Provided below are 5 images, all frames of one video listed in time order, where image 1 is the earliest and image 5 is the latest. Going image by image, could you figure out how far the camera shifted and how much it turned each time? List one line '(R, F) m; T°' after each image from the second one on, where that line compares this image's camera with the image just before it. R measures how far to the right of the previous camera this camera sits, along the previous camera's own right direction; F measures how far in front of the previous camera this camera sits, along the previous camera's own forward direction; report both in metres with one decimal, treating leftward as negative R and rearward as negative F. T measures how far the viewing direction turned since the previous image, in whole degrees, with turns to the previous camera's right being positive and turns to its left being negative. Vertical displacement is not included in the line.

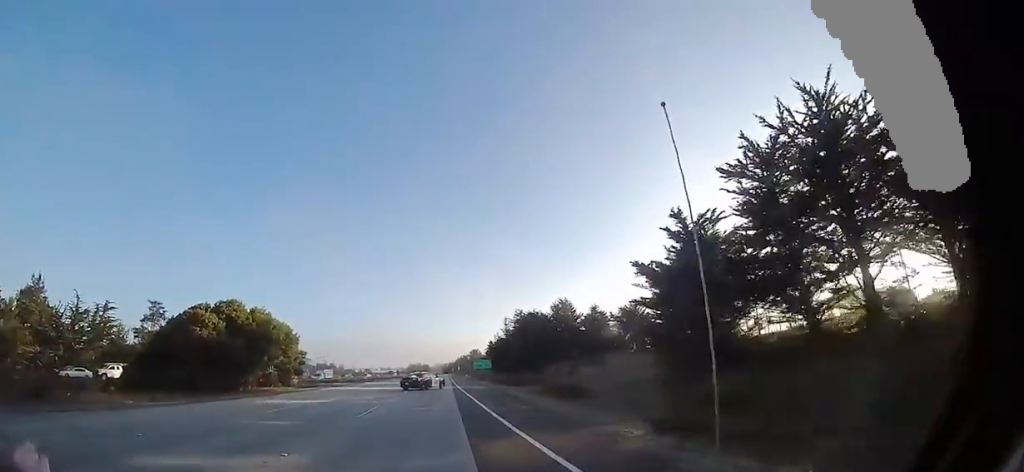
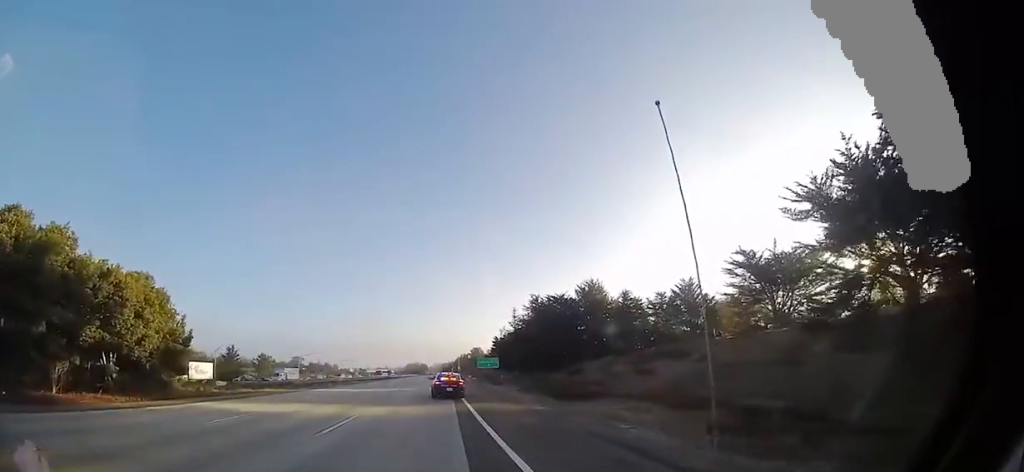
(-0.1, +20.5) m; 0°
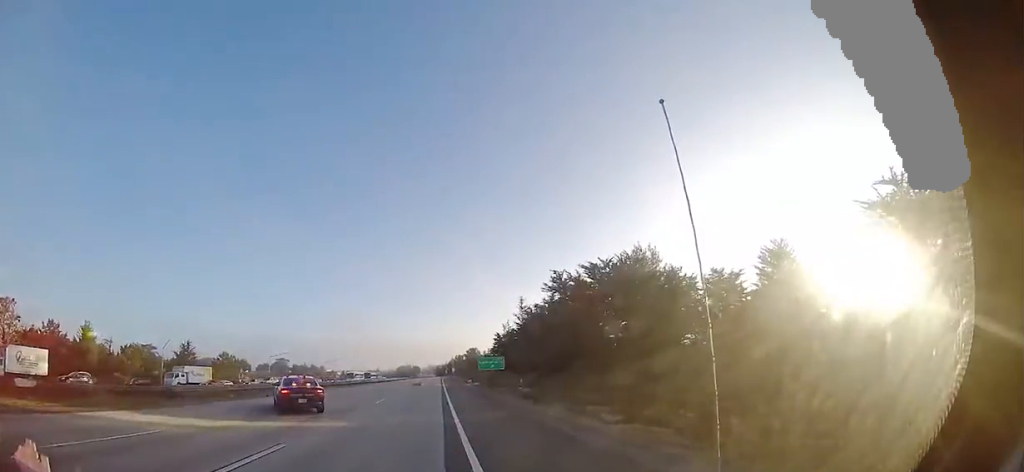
(+0.6, +25.8) m; +3°
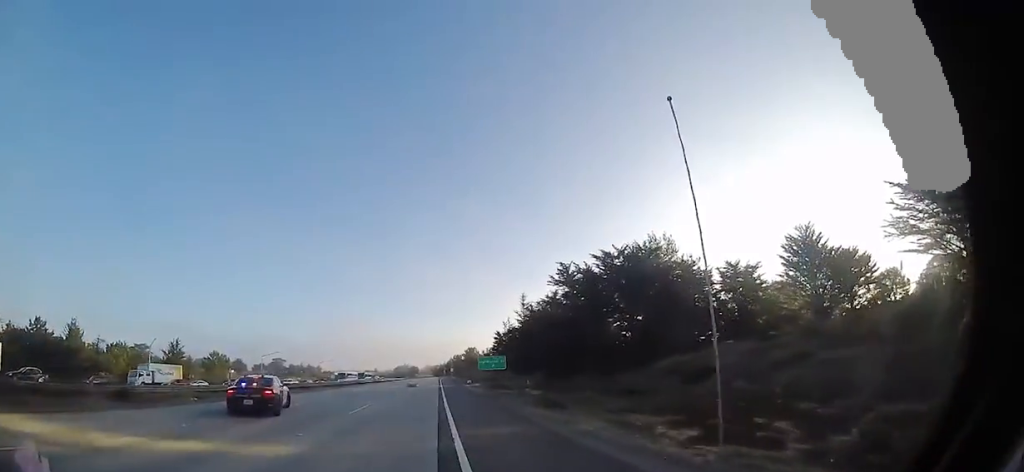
(0.0, +4.6) m; +1°
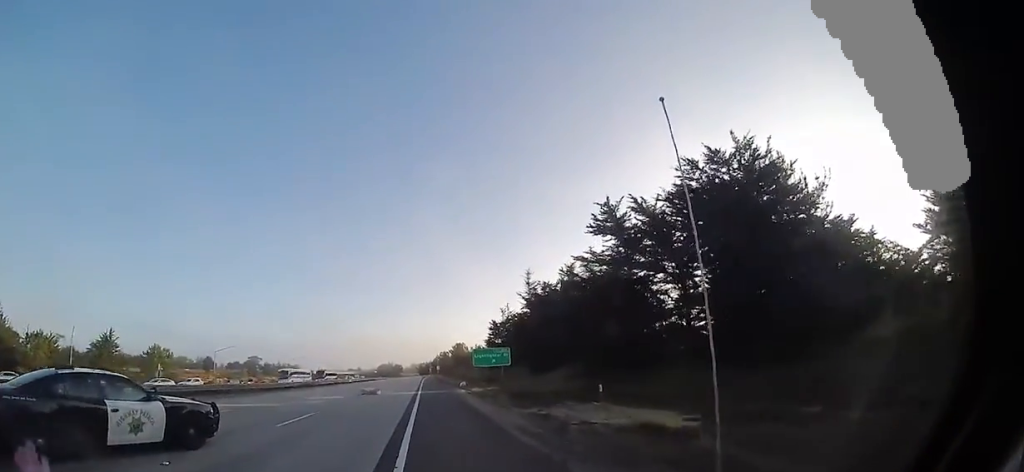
(+0.3, +17.0) m; +1°
